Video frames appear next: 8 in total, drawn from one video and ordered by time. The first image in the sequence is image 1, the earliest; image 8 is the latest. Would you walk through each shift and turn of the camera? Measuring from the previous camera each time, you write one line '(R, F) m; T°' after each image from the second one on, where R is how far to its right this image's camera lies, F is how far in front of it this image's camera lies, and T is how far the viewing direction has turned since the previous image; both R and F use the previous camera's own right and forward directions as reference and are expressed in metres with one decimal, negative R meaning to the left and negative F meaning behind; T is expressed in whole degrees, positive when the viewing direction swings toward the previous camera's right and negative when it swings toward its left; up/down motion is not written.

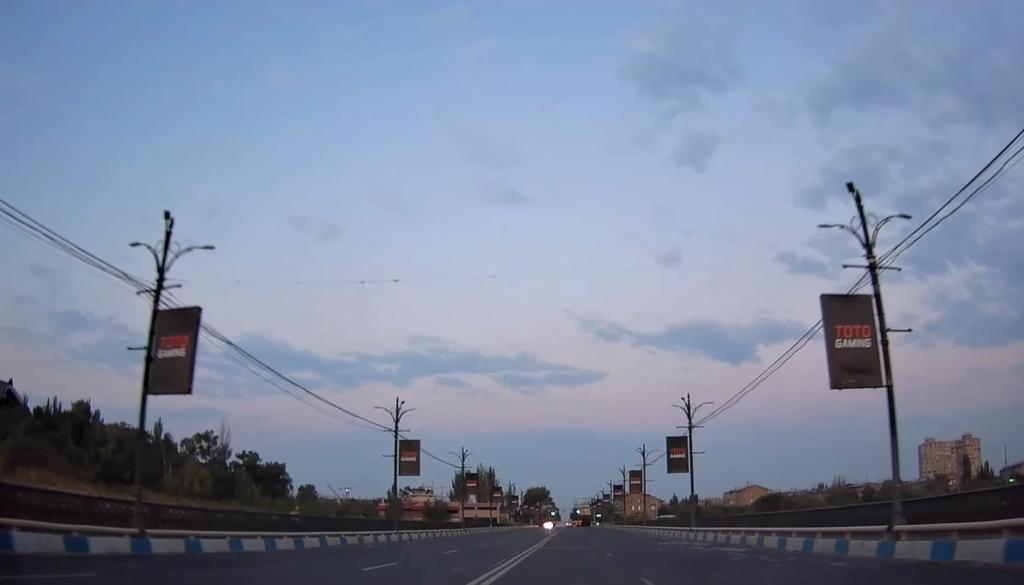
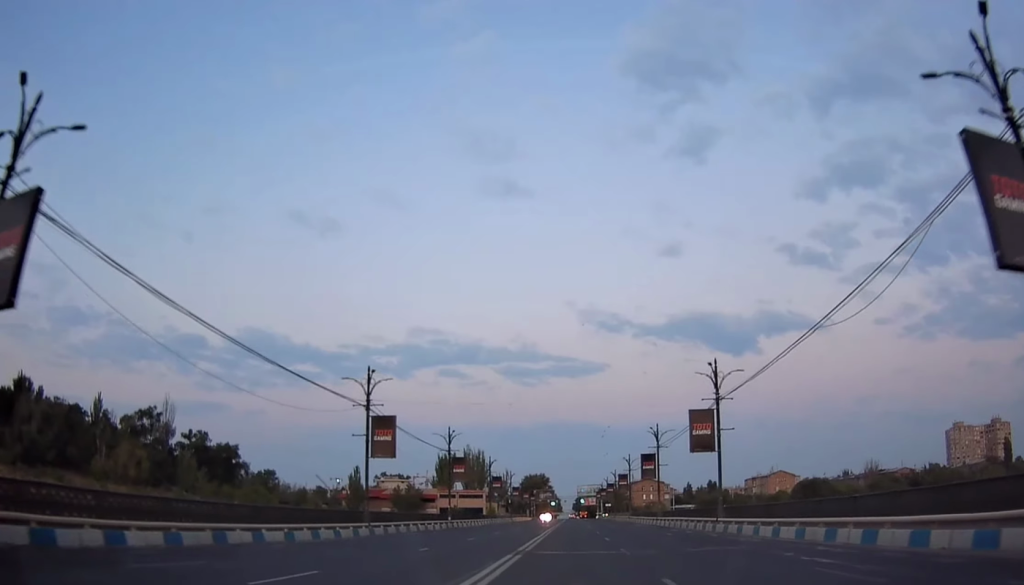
(-0.9, +38.4) m; -1°
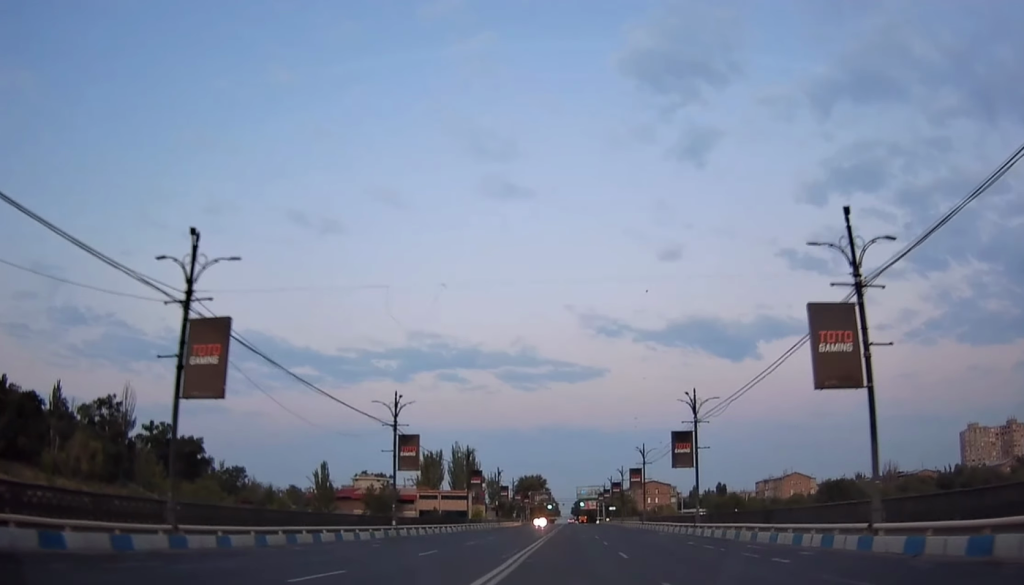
(+0.4, +21.1) m; +2°
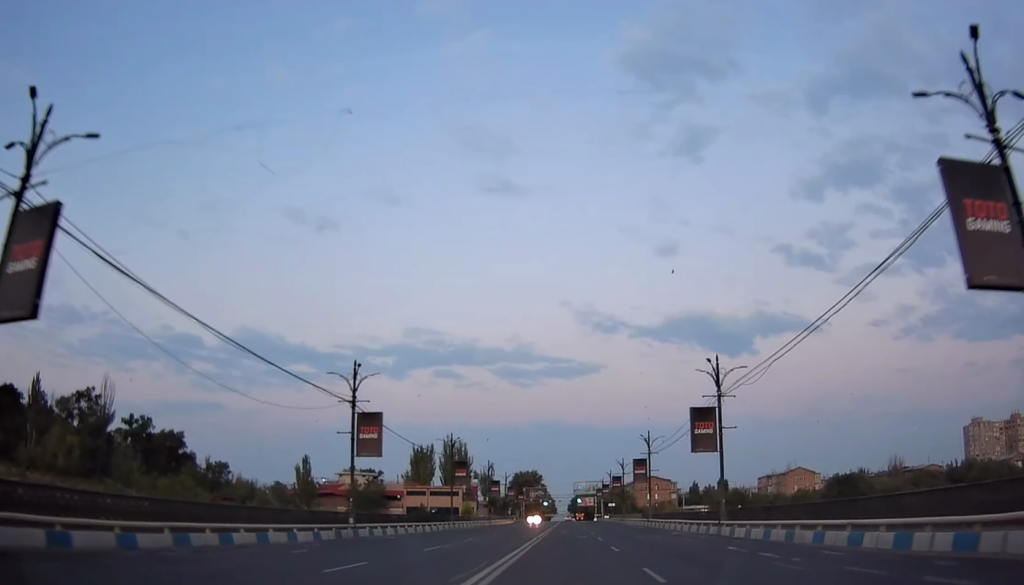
(+0.1, +8.7) m; 0°
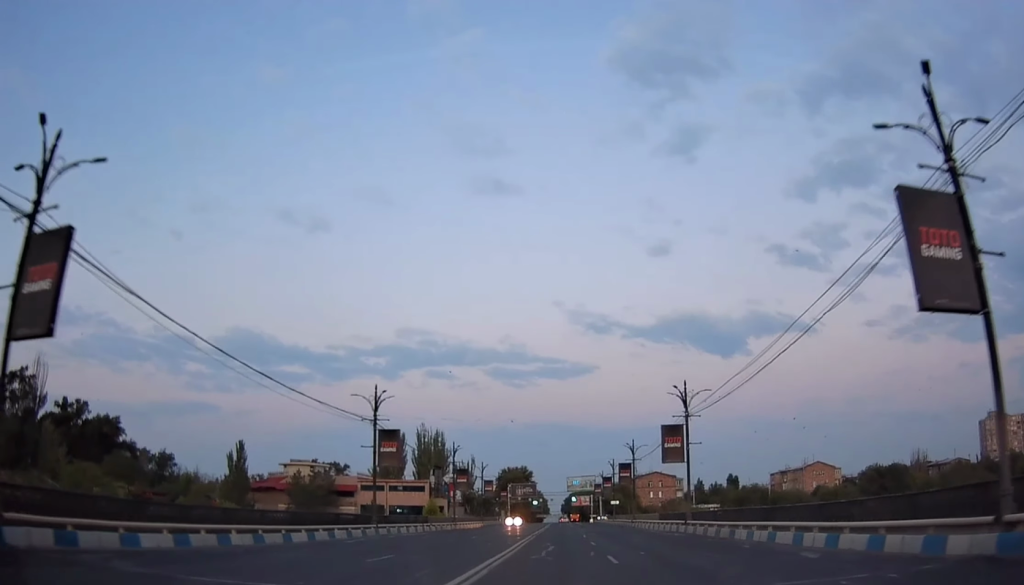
(-0.3, +26.6) m; +1°
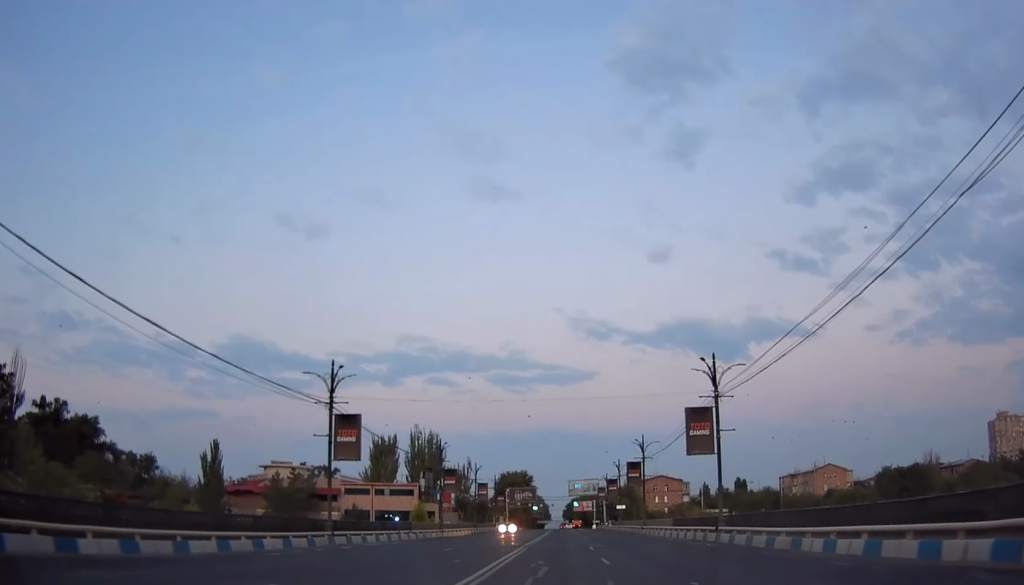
(-0.1, +9.1) m; +1°
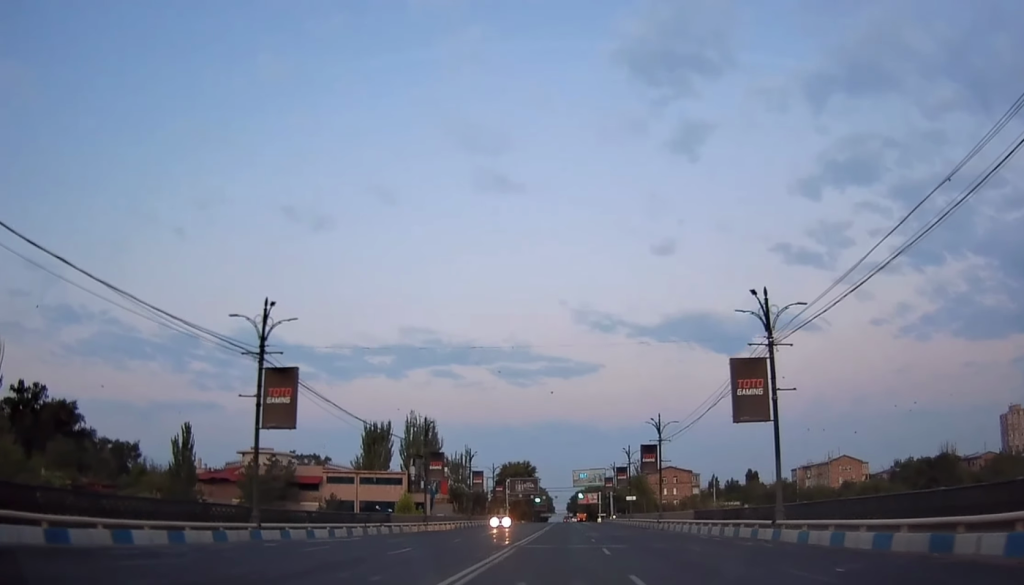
(+0.4, +9.6) m; 0°
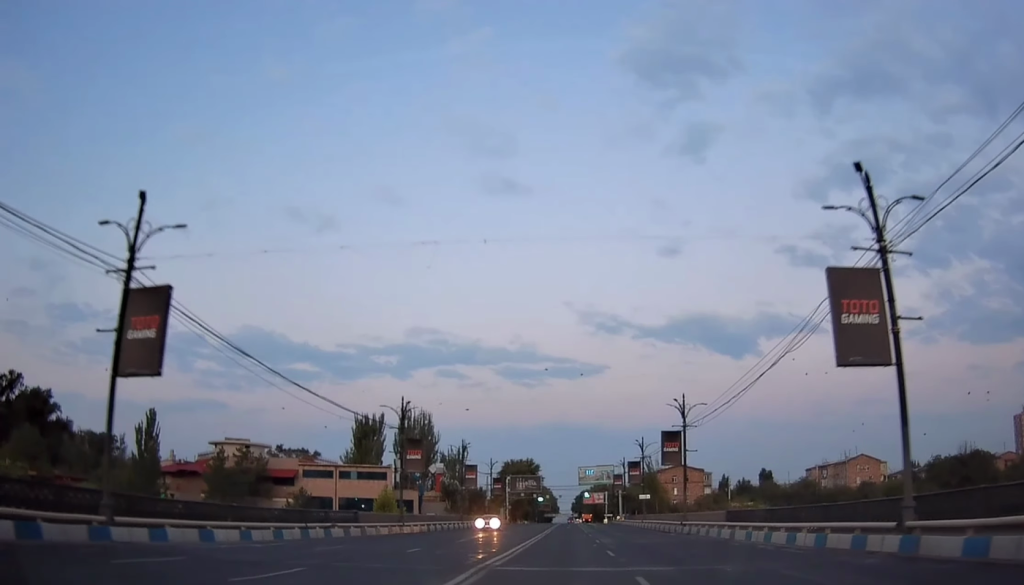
(+0.2, +10.4) m; -1°
